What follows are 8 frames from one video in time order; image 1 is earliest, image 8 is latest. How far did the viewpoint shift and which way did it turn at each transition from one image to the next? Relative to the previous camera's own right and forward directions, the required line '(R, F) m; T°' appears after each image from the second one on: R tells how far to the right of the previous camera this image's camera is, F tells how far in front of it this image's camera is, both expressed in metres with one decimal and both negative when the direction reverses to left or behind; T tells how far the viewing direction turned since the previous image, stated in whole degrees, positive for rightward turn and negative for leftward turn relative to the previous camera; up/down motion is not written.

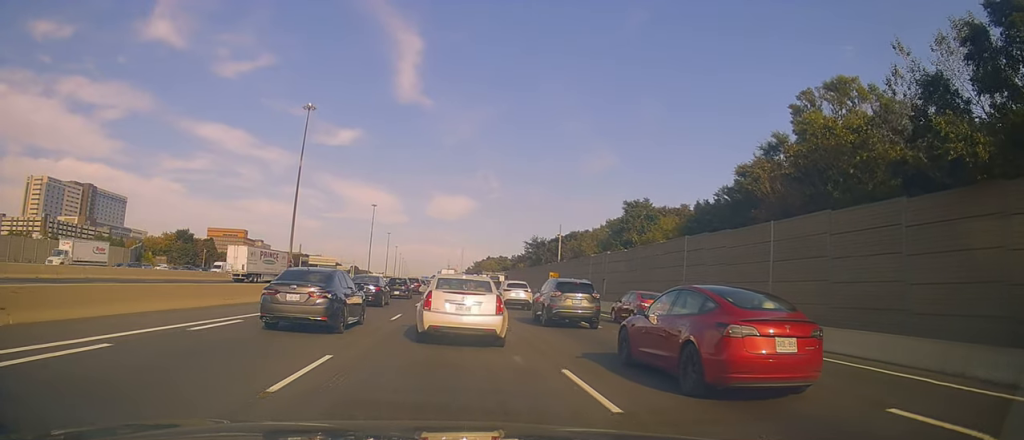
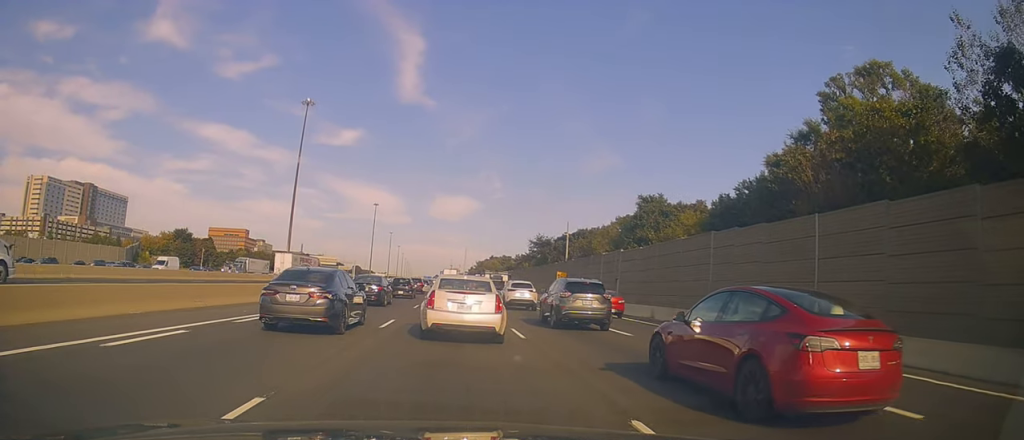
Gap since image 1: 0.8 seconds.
(+0.3, +3.1) m; +1°
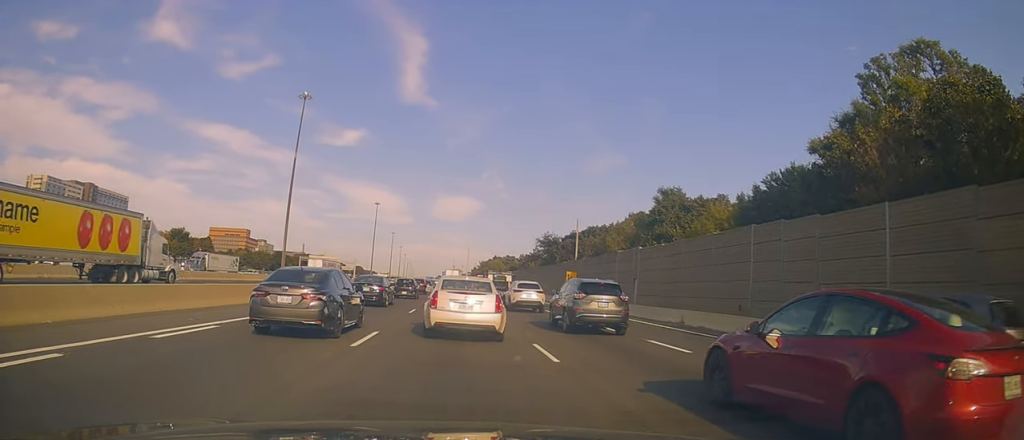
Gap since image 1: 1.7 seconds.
(-0.1, +3.7) m; -3°
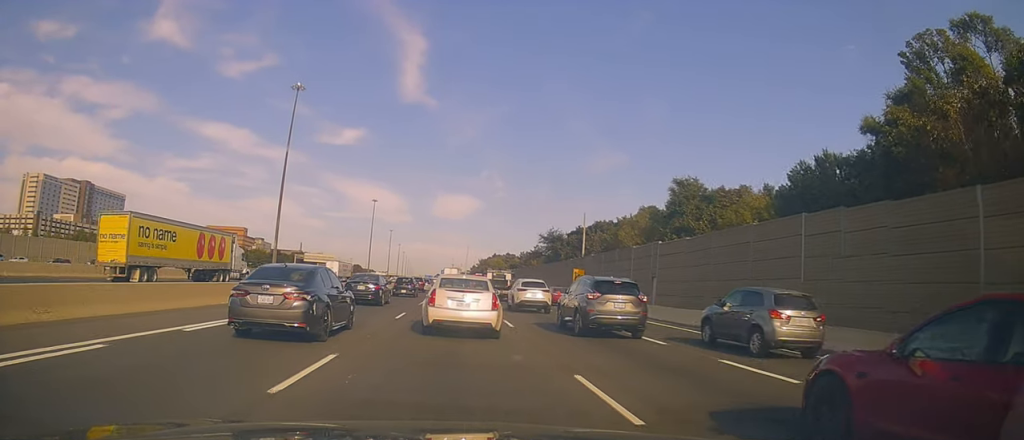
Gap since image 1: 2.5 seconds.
(-0.1, +3.9) m; -1°
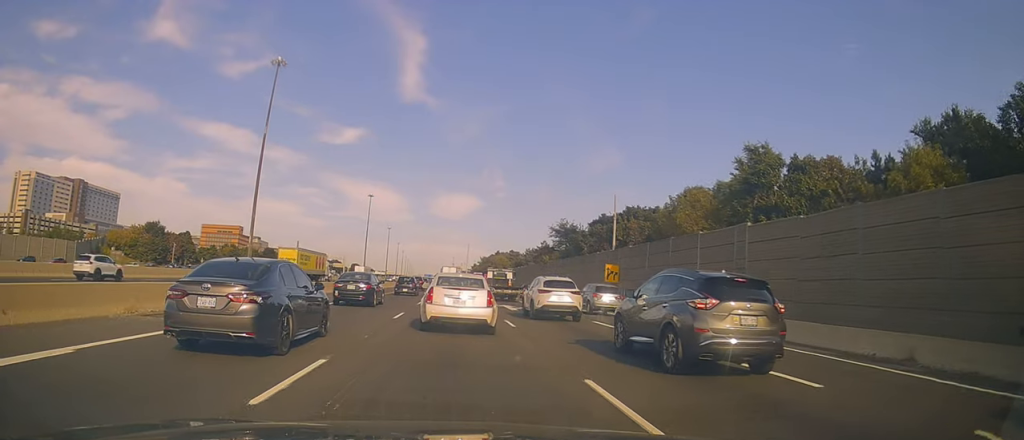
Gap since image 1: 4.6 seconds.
(-0.2, +12.4) m; -4°
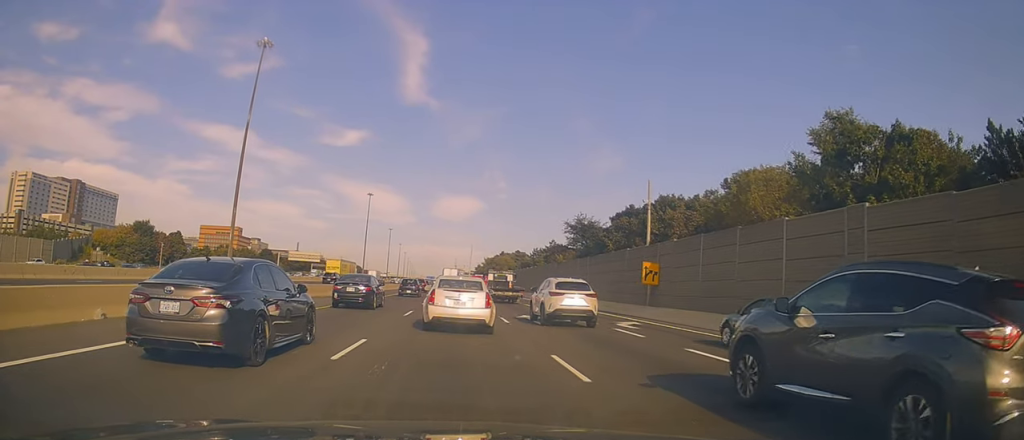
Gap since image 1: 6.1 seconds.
(+0.2, +9.3) m; +1°
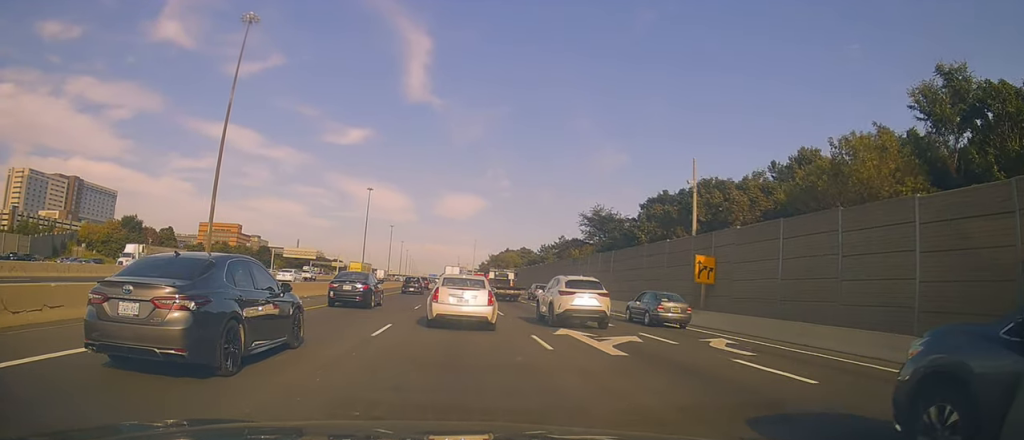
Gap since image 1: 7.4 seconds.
(-0.2, +8.3) m; 0°
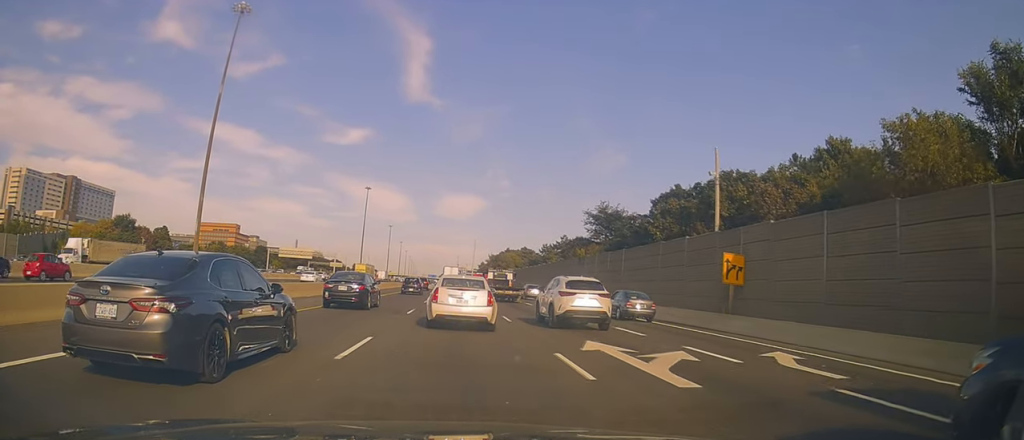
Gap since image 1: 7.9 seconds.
(+0.3, +3.5) m; -2°
